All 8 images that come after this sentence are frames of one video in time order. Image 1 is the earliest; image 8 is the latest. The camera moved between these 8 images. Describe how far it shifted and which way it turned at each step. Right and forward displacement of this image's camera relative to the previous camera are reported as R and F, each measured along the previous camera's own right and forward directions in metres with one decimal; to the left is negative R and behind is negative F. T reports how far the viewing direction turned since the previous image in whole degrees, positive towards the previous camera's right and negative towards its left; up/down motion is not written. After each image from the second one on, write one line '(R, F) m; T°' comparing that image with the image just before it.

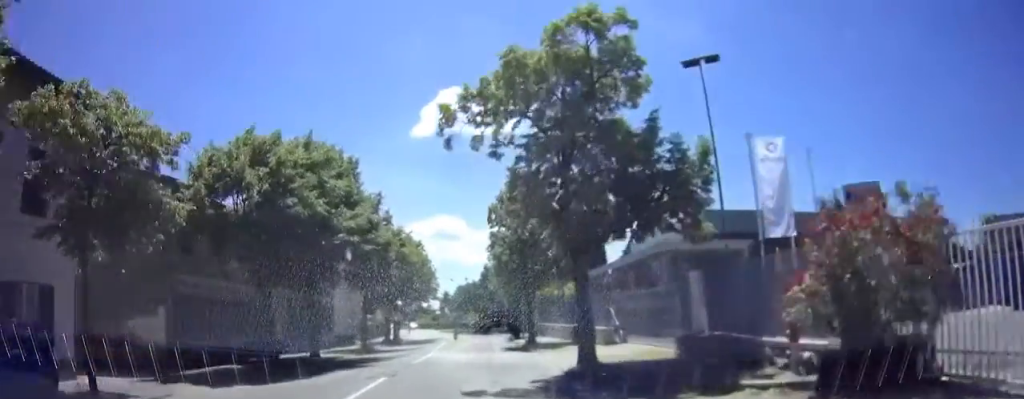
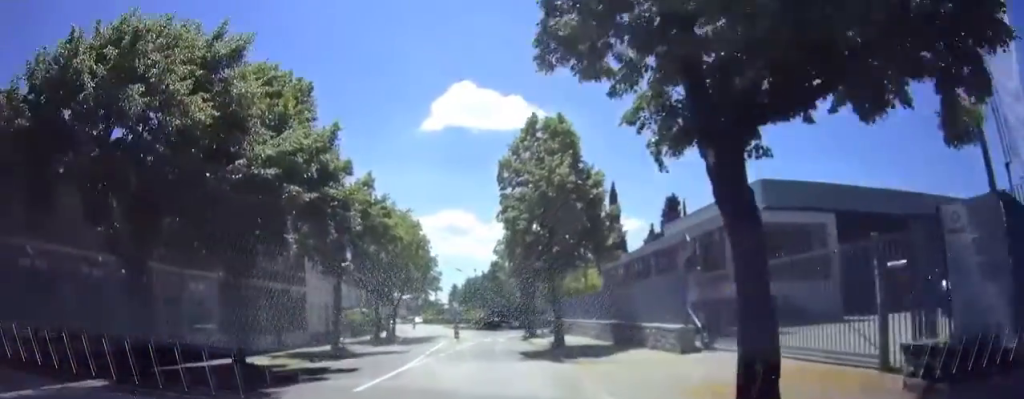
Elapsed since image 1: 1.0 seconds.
(-0.1, +8.9) m; 0°
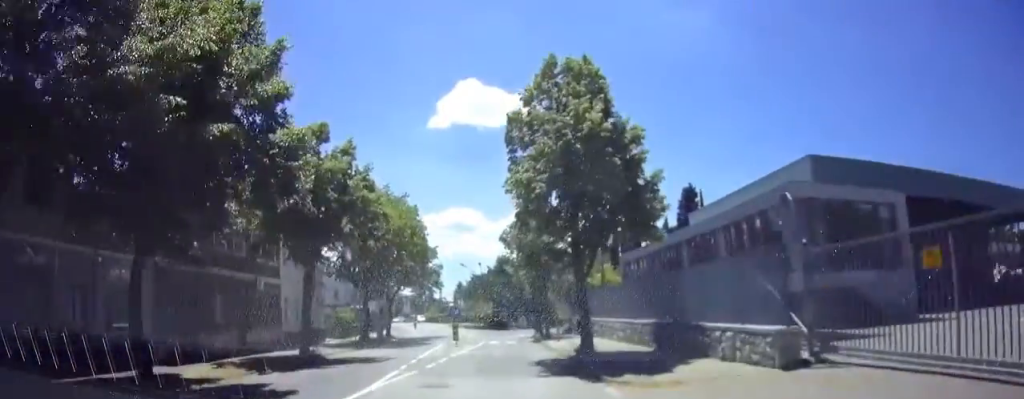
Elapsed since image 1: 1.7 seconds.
(+0.1, +5.2) m; 0°
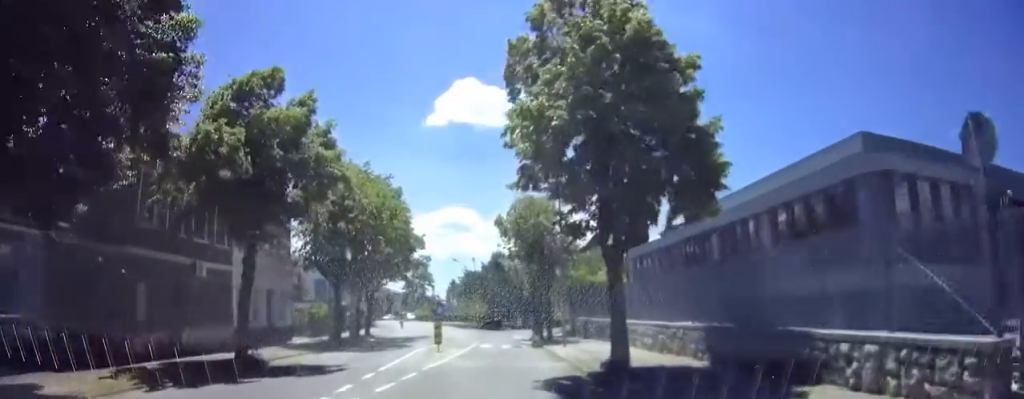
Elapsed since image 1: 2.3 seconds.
(+0.1, +5.2) m; 0°
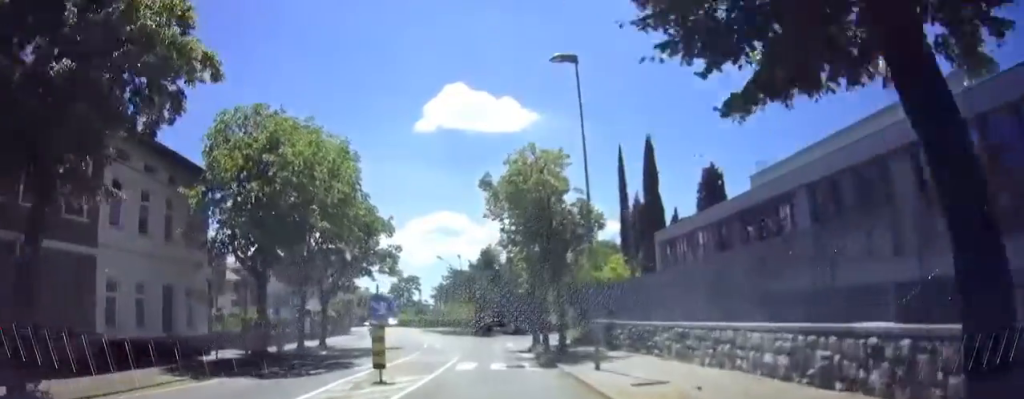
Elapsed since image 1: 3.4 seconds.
(-0.1, +9.2) m; +1°
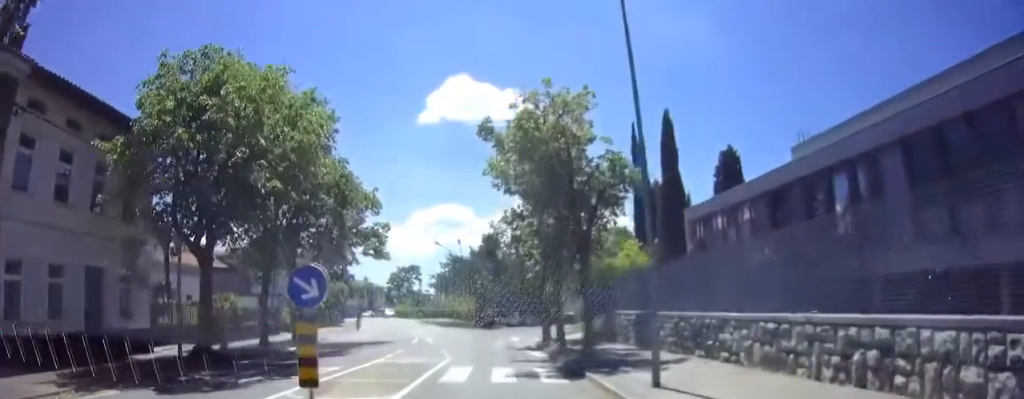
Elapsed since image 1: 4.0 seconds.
(+0.1, +4.8) m; +1°
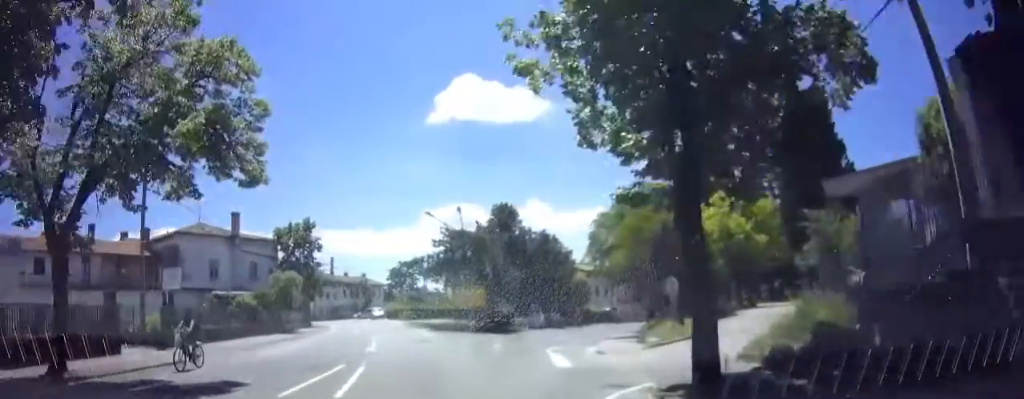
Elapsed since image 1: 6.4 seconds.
(-0.4, +18.2) m; -2°
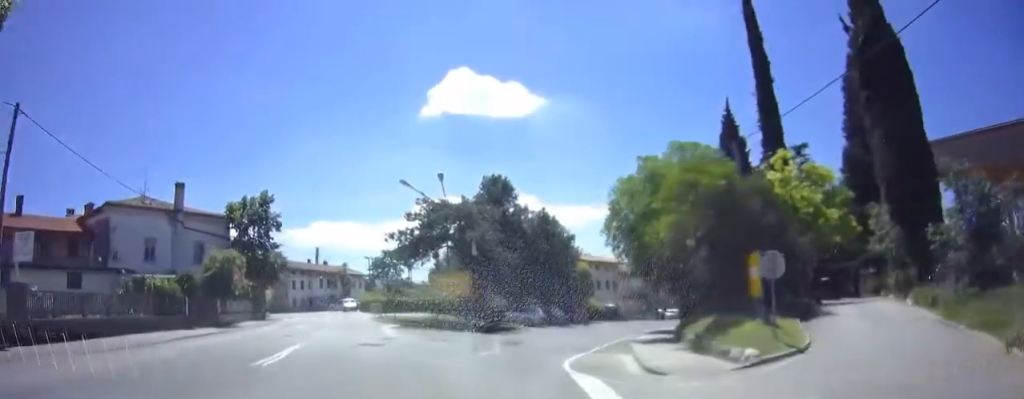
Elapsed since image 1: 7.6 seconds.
(+0.1, +8.5) m; +1°
